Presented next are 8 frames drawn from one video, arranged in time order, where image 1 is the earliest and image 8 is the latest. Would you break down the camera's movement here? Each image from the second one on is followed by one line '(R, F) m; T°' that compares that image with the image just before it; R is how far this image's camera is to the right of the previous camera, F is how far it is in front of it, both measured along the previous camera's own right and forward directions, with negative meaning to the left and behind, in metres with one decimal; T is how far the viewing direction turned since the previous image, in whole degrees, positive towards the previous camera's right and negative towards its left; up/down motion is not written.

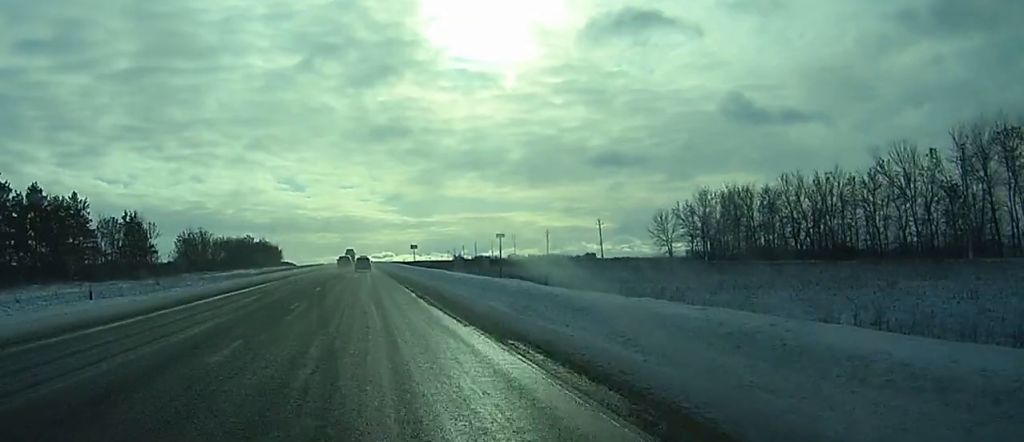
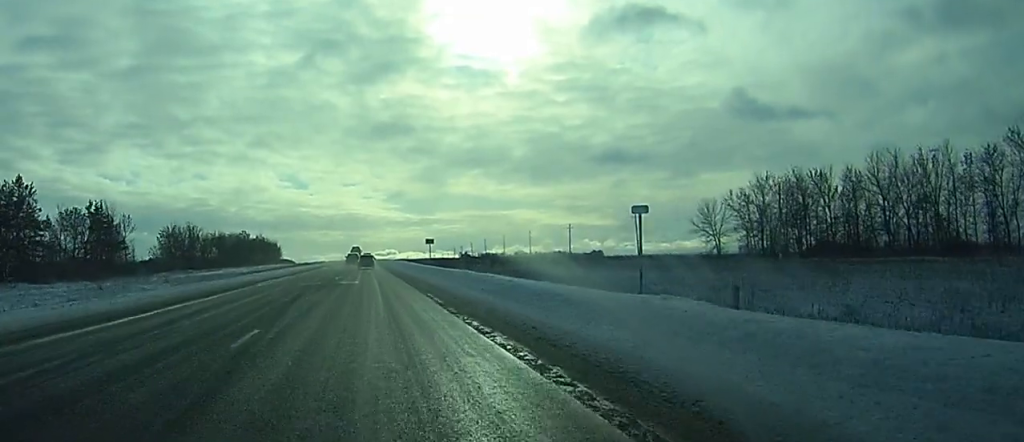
(0.0, +22.1) m; 0°
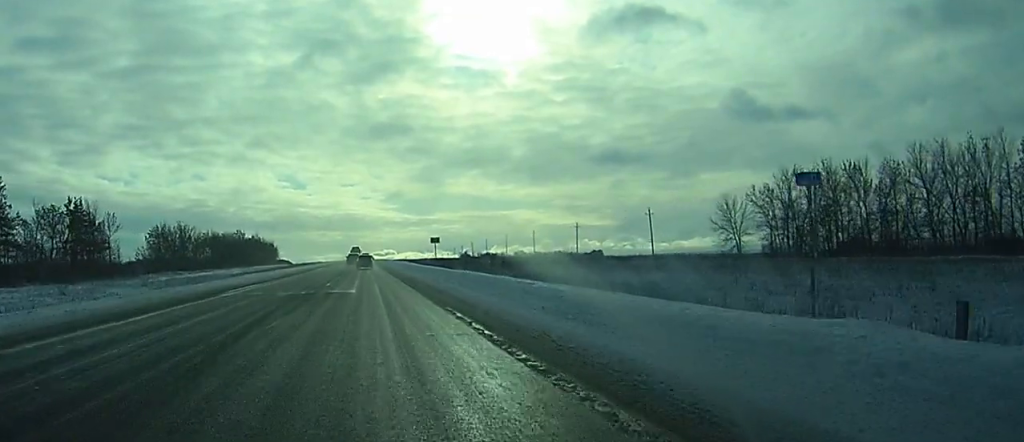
(0.0, +8.9) m; 0°
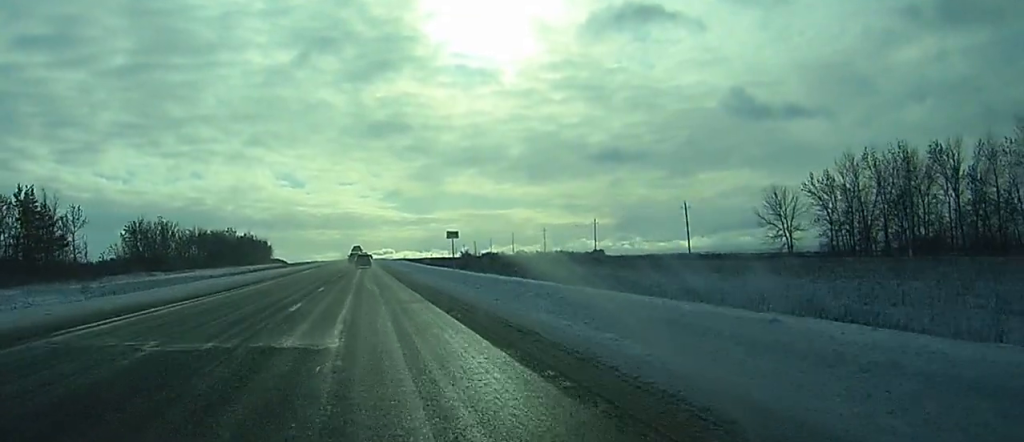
(0.0, +18.0) m; 0°
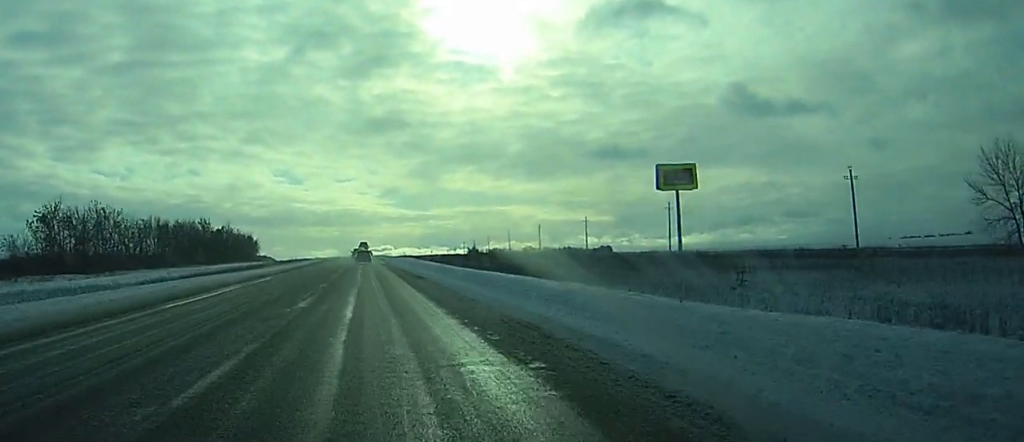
(0.0, +48.1) m; 0°
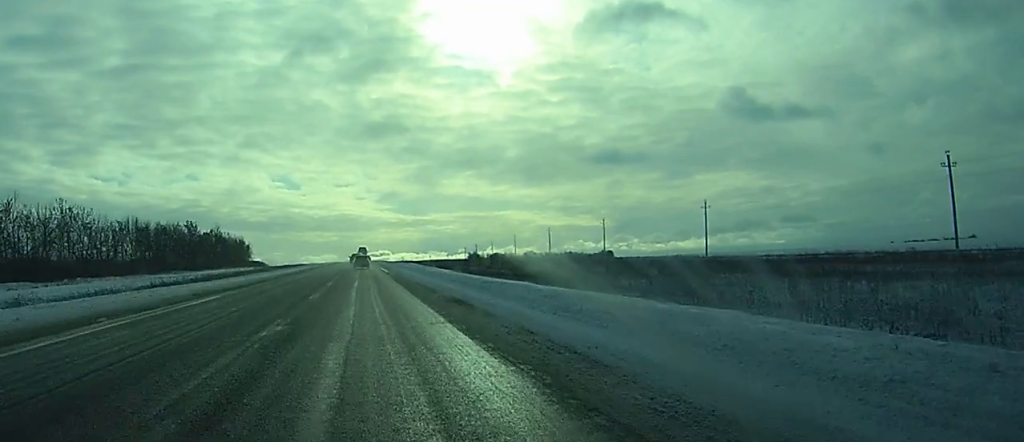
(-0.1, +17.0) m; 0°
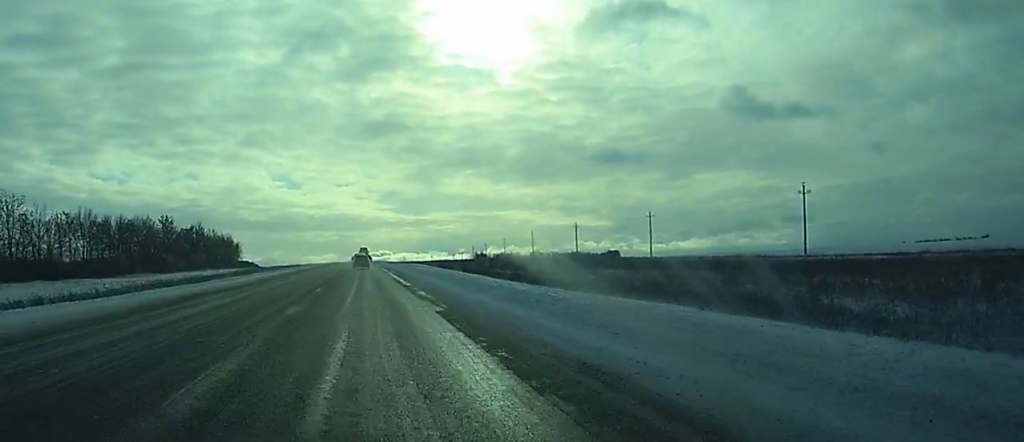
(-0.1, +30.2) m; 0°
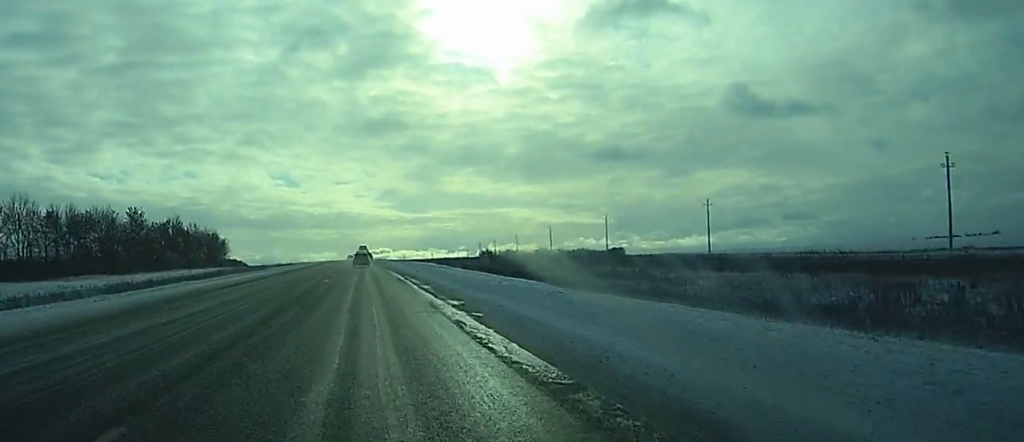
(+0.1, +27.5) m; +1°
